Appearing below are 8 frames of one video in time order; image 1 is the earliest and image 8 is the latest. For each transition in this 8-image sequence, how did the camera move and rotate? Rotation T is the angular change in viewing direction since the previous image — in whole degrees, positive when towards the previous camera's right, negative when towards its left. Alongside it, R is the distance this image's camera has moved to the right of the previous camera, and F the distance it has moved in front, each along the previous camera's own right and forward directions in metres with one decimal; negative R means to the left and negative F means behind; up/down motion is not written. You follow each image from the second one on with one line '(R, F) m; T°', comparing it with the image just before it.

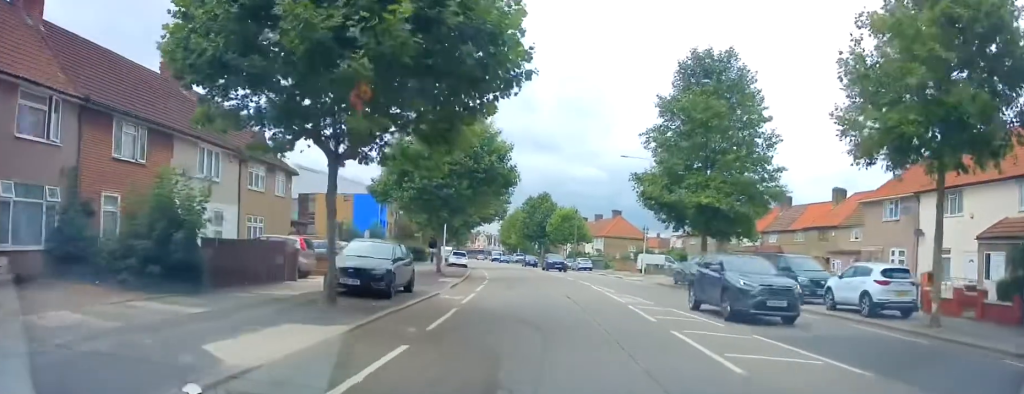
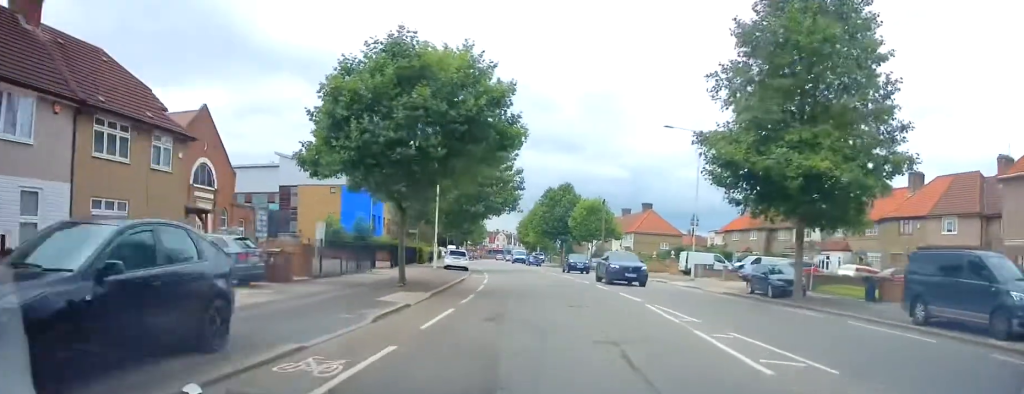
(-0.1, +11.2) m; 0°
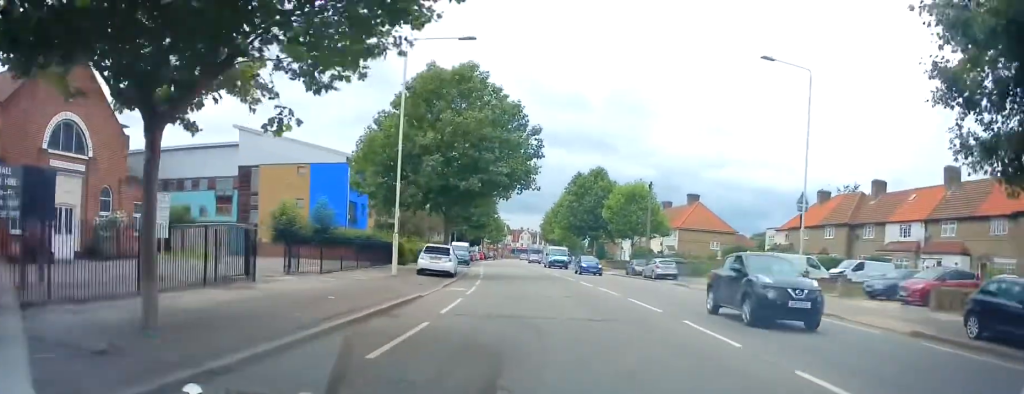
(-0.2, +14.3) m; -6°
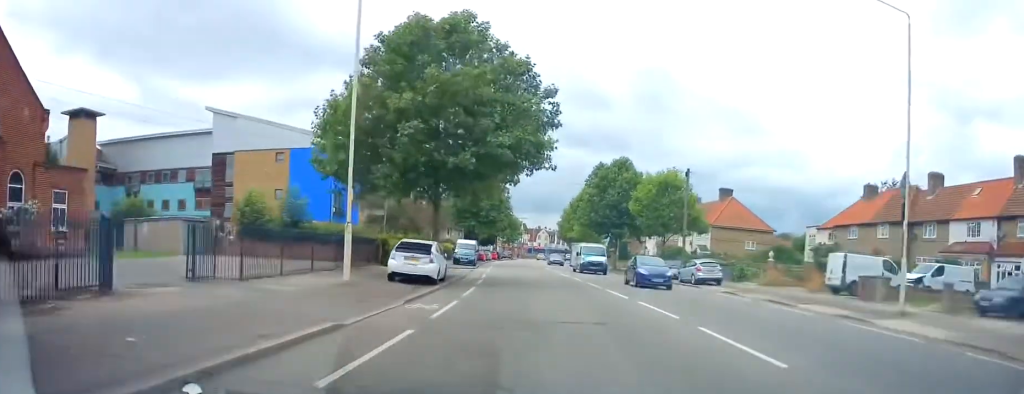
(-0.4, +7.2) m; 0°
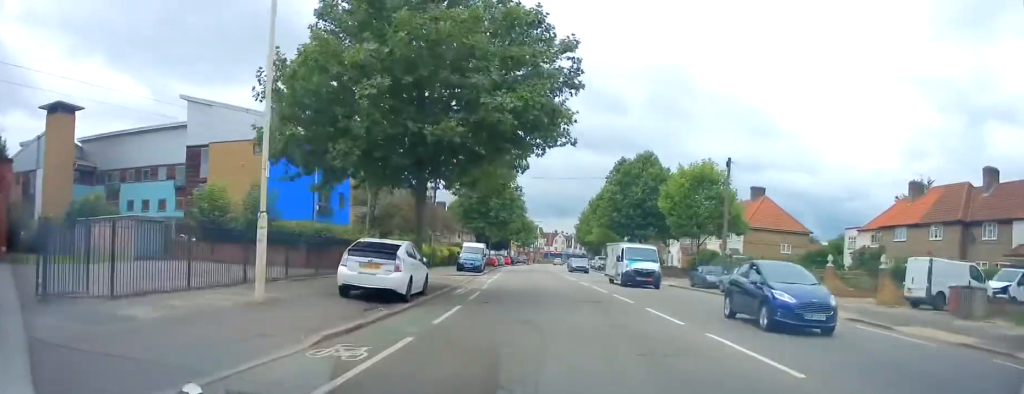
(0.0, +6.0) m; 0°
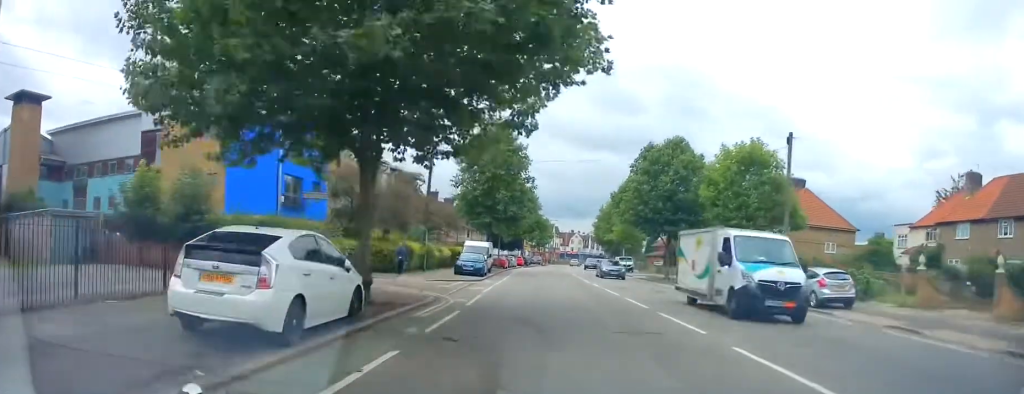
(+0.4, +7.1) m; 0°
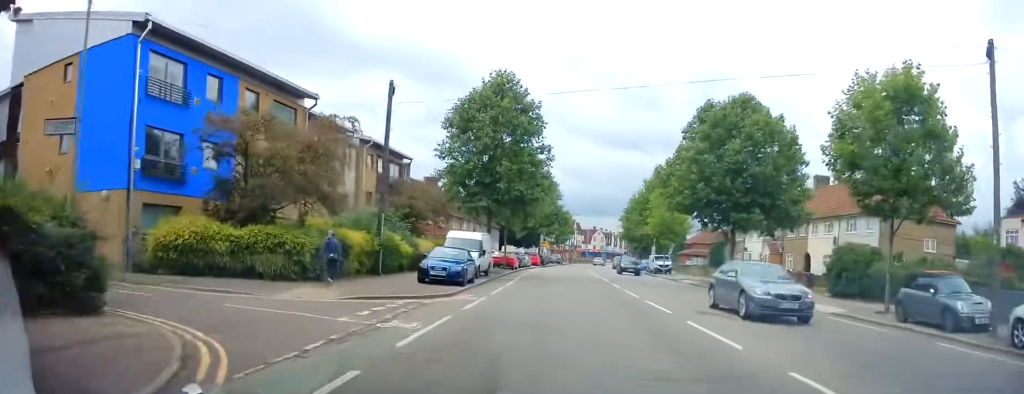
(-1.0, +13.3) m; -6°
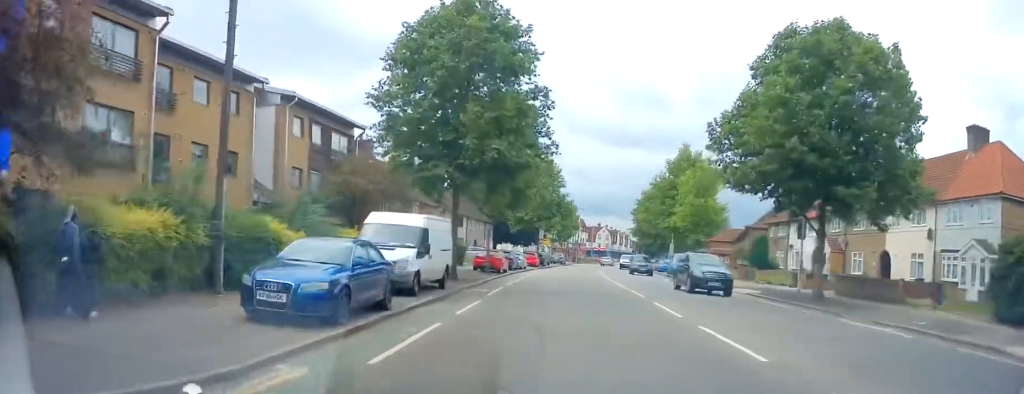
(-0.1, +12.4) m; +1°
